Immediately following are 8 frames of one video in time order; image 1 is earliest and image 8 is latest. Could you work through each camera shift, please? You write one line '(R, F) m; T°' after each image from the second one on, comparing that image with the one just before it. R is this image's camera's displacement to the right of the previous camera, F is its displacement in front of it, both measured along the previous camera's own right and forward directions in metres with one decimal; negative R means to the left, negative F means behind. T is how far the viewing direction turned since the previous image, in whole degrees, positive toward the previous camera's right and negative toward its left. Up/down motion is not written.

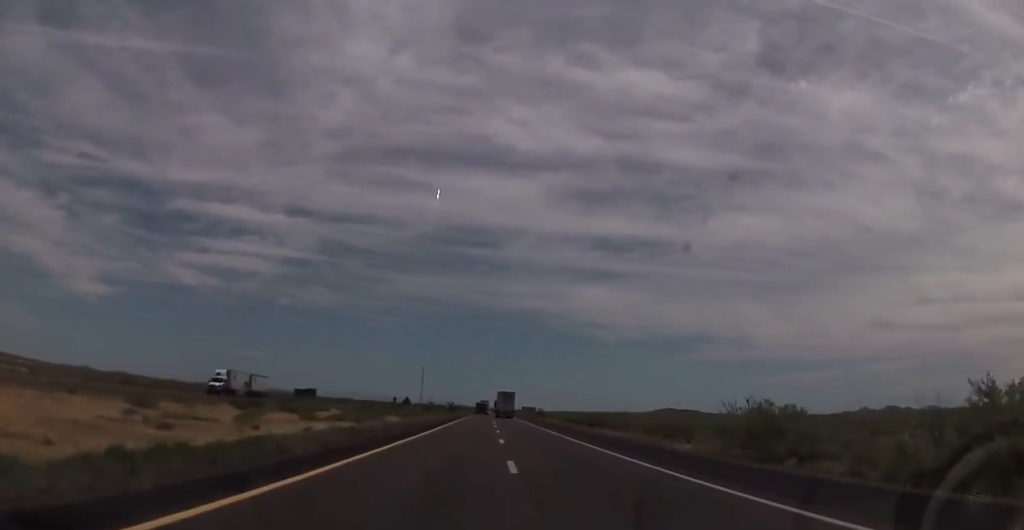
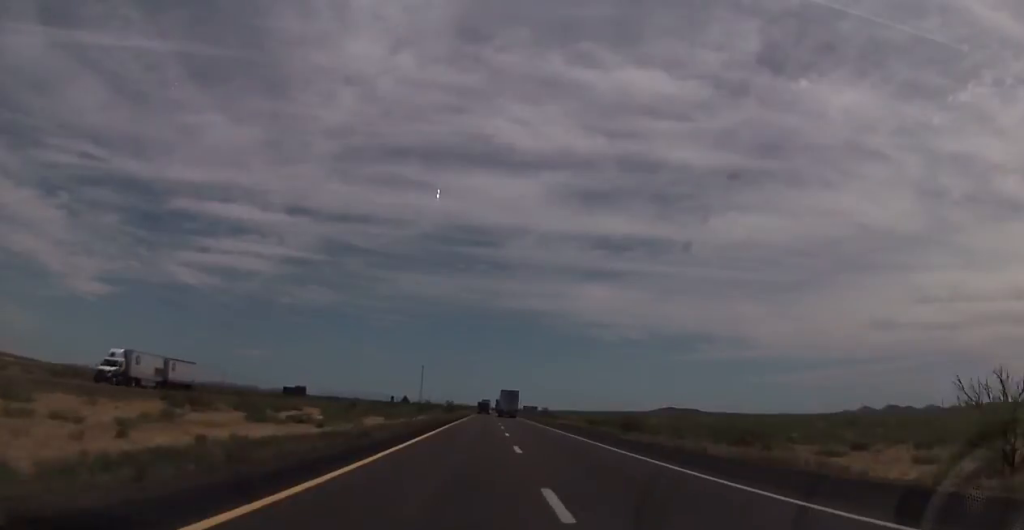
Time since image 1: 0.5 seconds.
(0.0, +17.0) m; 0°
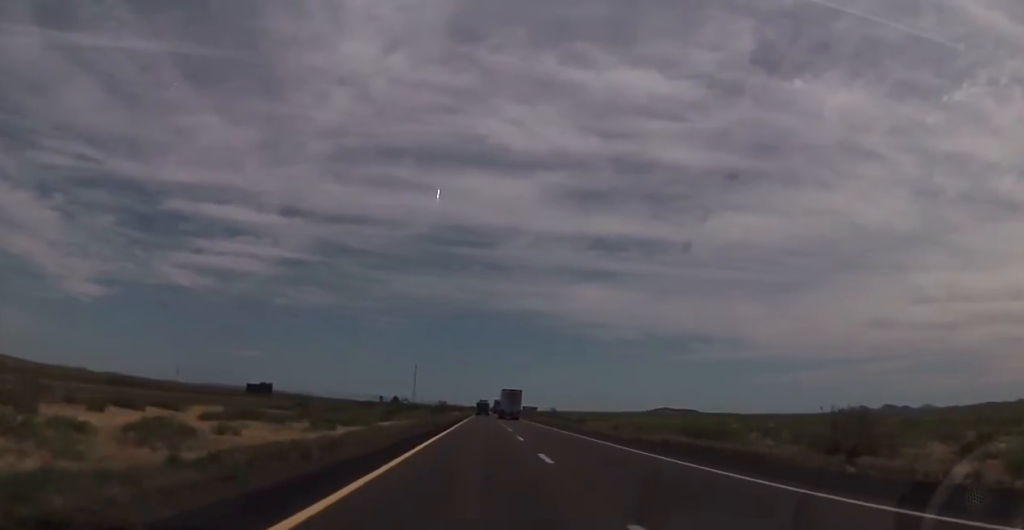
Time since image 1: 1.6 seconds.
(0.0, +35.3) m; 0°
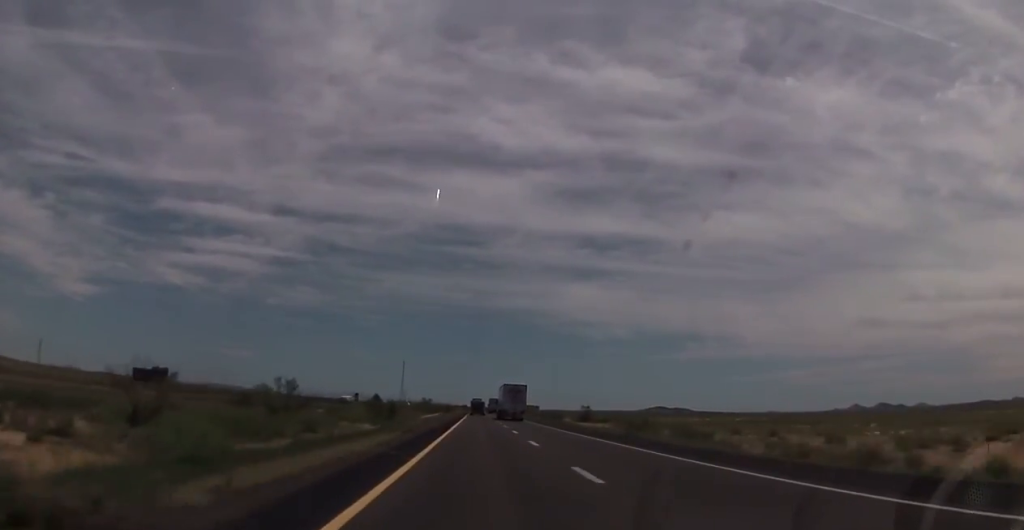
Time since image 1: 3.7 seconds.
(+0.6, +73.5) m; +1°
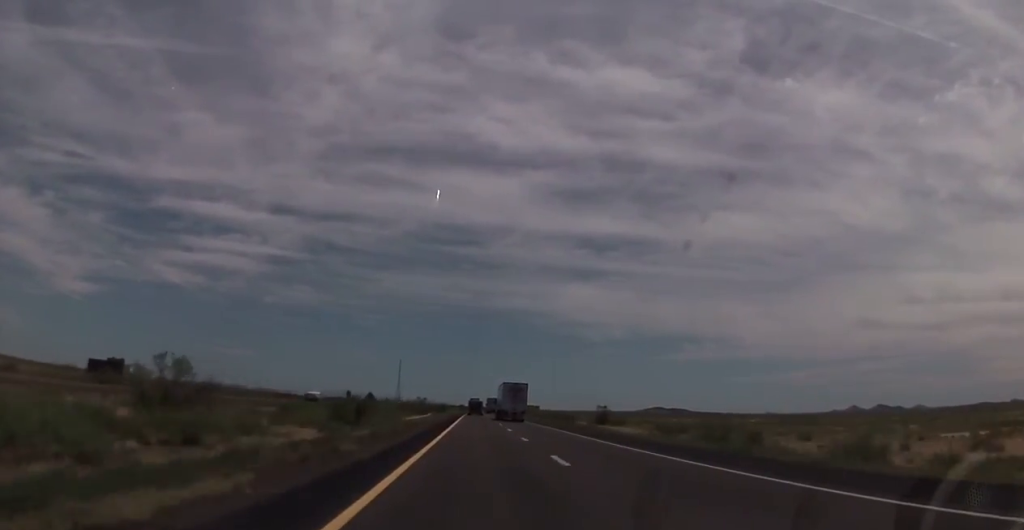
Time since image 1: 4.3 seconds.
(0.0, +18.8) m; 0°
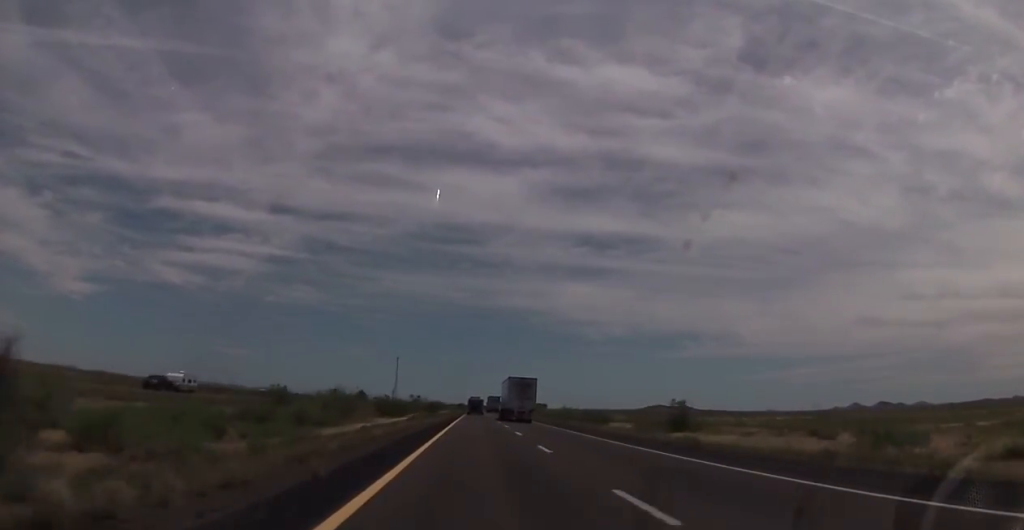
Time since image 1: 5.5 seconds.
(+0.2, +40.9) m; 0°
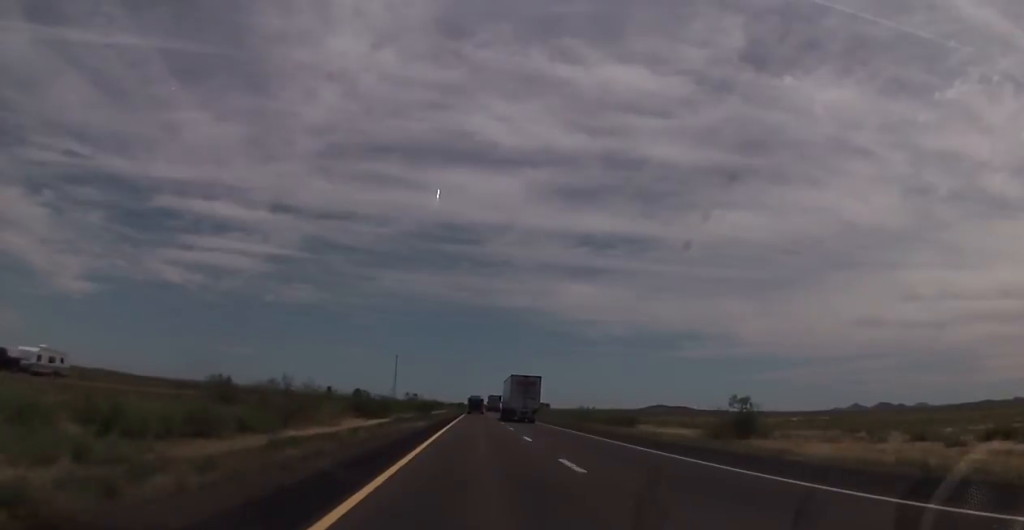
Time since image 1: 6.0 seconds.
(0.0, +18.0) m; 0°
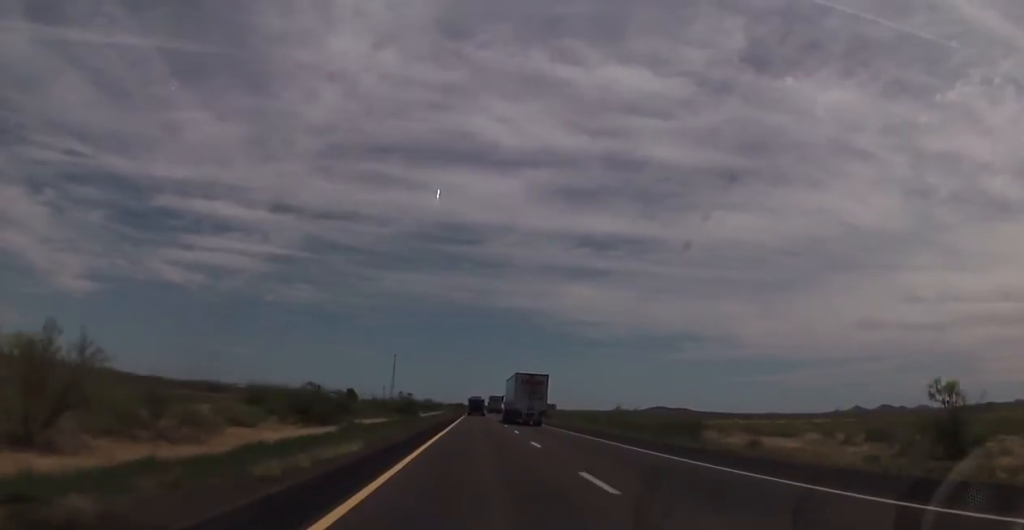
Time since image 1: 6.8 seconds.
(-0.1, +28.4) m; 0°
